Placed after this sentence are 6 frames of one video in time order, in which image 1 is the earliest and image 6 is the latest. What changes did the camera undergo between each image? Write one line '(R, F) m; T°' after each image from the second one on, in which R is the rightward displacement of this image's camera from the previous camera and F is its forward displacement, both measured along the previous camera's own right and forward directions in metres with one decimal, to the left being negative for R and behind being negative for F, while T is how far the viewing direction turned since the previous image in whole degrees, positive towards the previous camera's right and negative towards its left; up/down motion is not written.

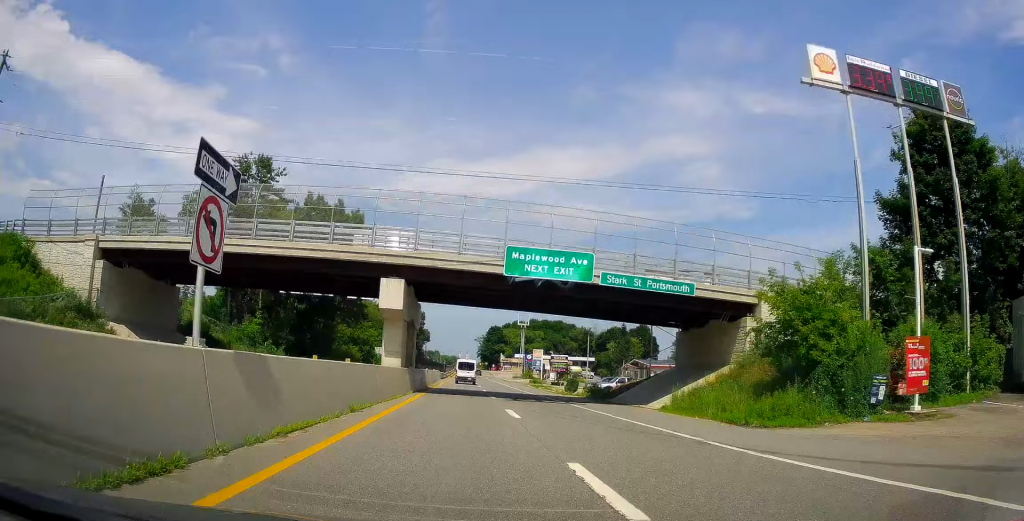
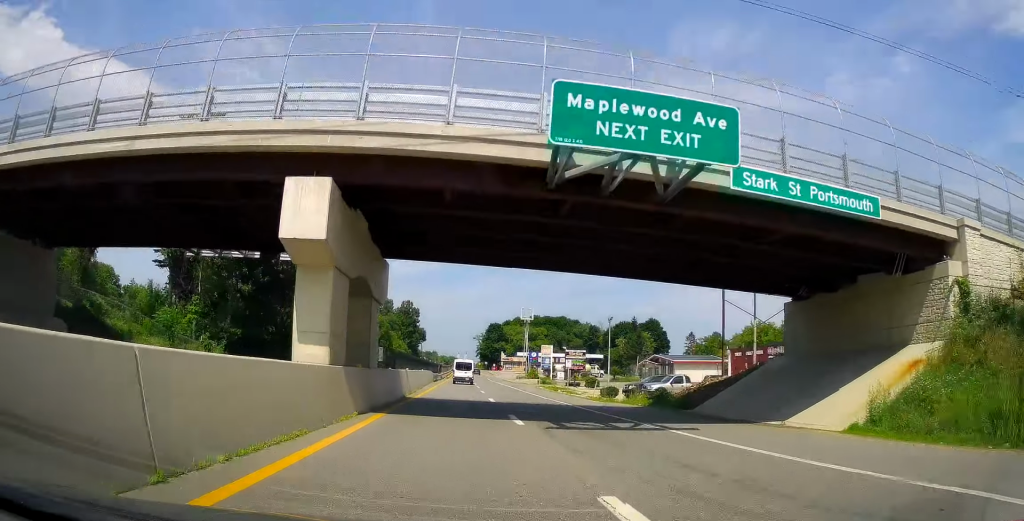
(-0.1, +14.1) m; 0°
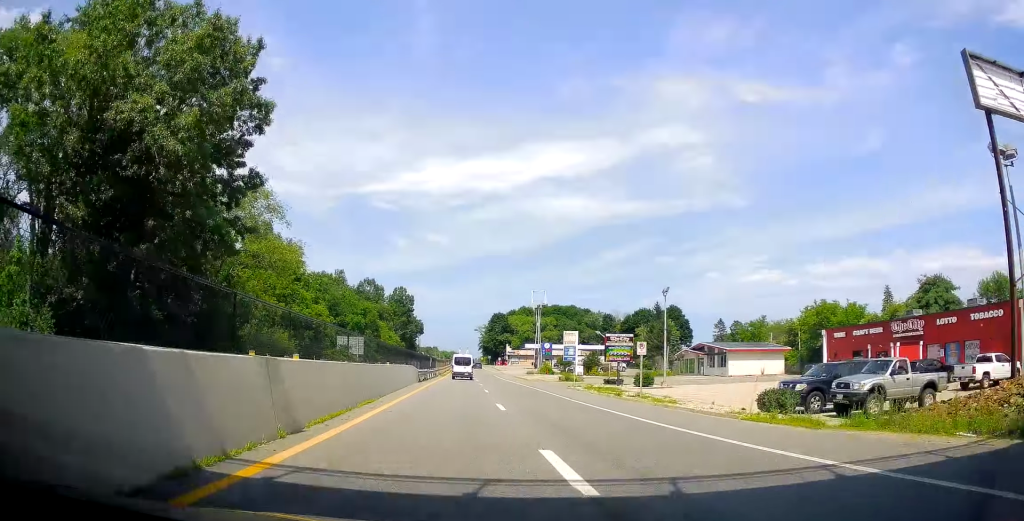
(0.0, +20.7) m; +1°
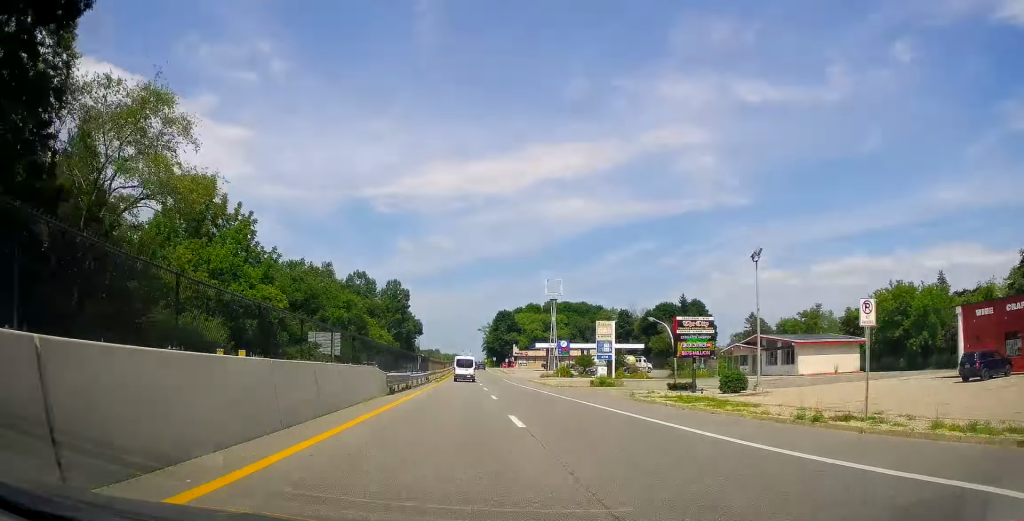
(+0.6, +17.3) m; -1°
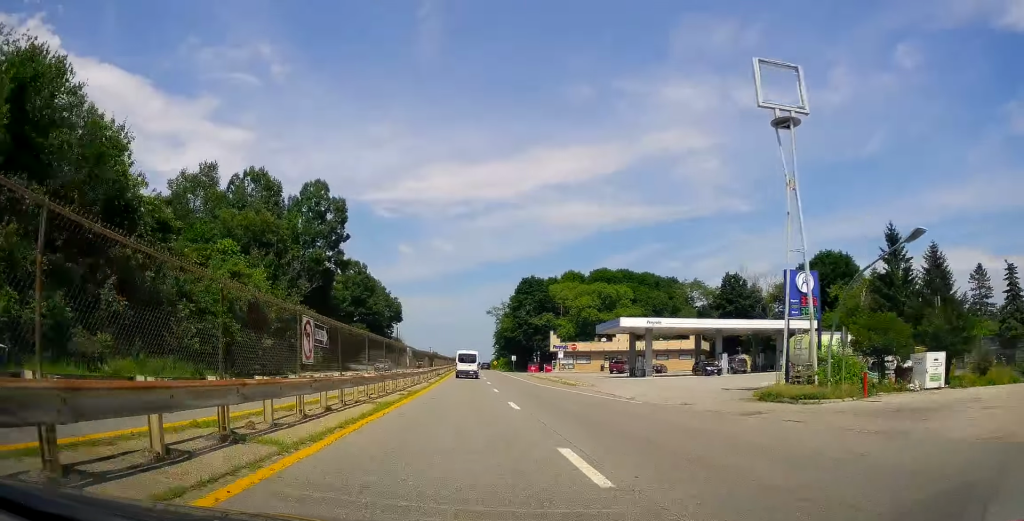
(-1.4, +72.8) m; 0°
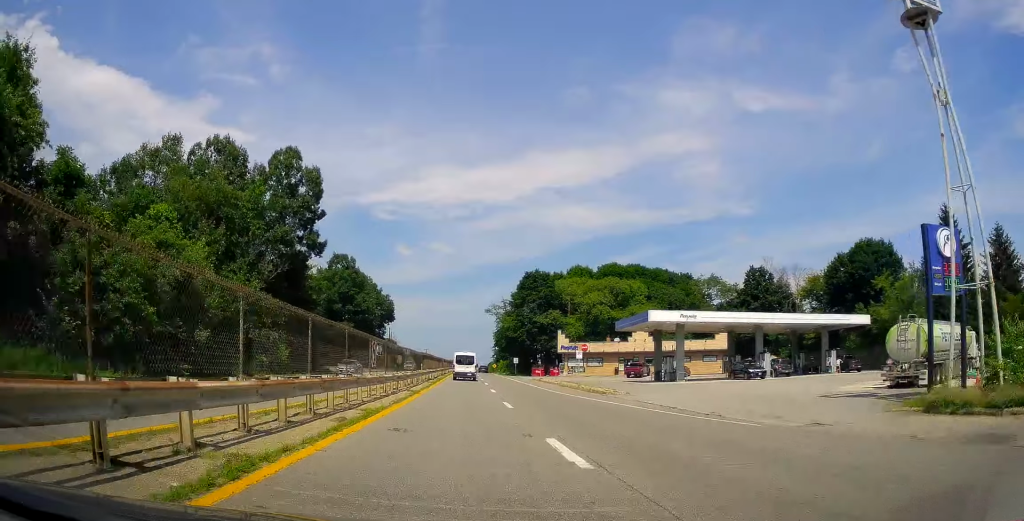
(0.0, +10.7) m; 0°
